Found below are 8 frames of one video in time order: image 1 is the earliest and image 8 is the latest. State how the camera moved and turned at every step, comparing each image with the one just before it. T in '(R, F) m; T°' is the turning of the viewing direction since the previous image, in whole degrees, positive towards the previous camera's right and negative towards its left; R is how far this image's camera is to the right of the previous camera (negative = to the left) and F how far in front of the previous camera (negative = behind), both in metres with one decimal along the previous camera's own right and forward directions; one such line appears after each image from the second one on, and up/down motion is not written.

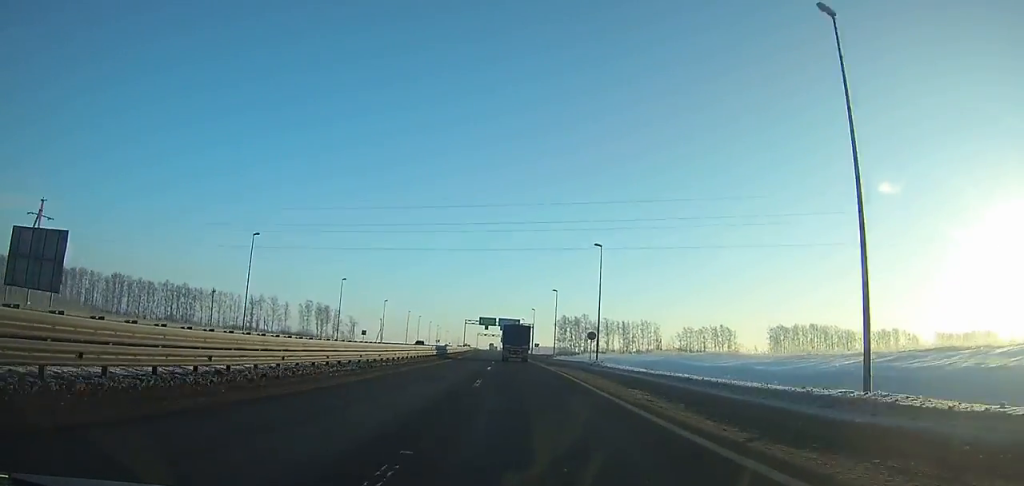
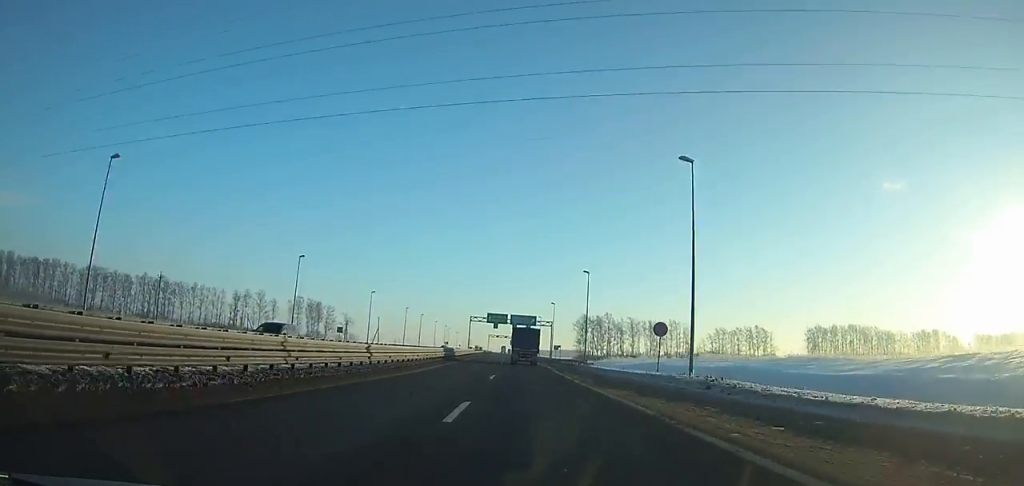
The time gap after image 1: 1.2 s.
(0.0, +23.8) m; 0°
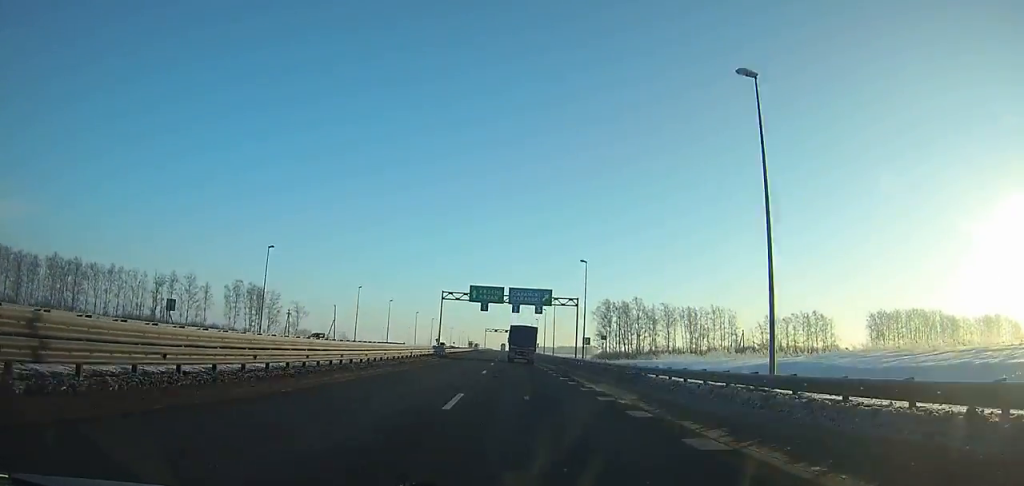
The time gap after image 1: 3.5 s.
(-0.2, +45.5) m; -1°
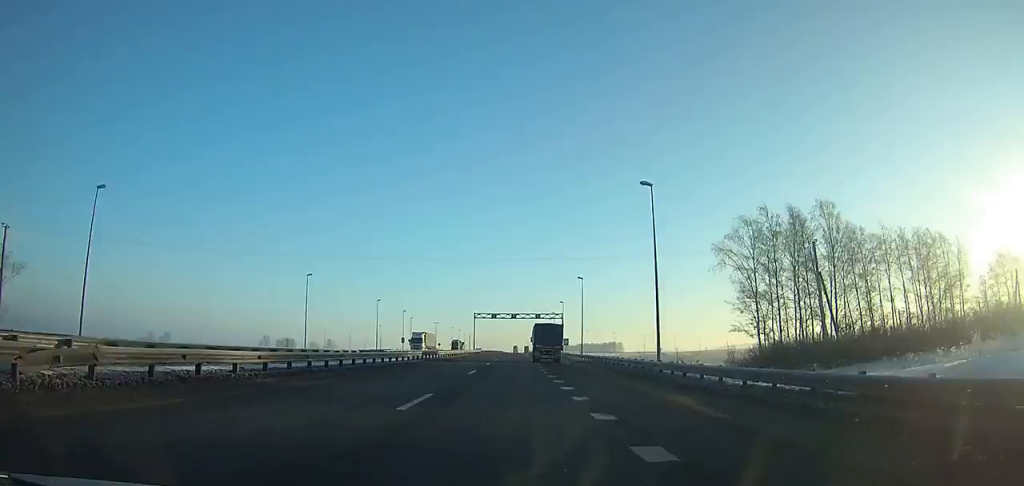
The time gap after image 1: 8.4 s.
(-1.1, +97.6) m; -1°
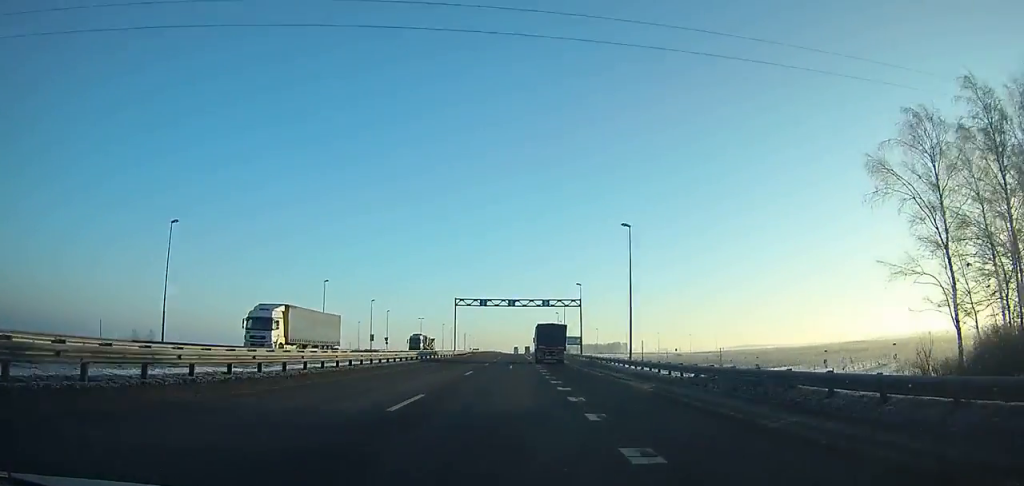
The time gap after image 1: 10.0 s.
(-0.1, +32.1) m; 0°
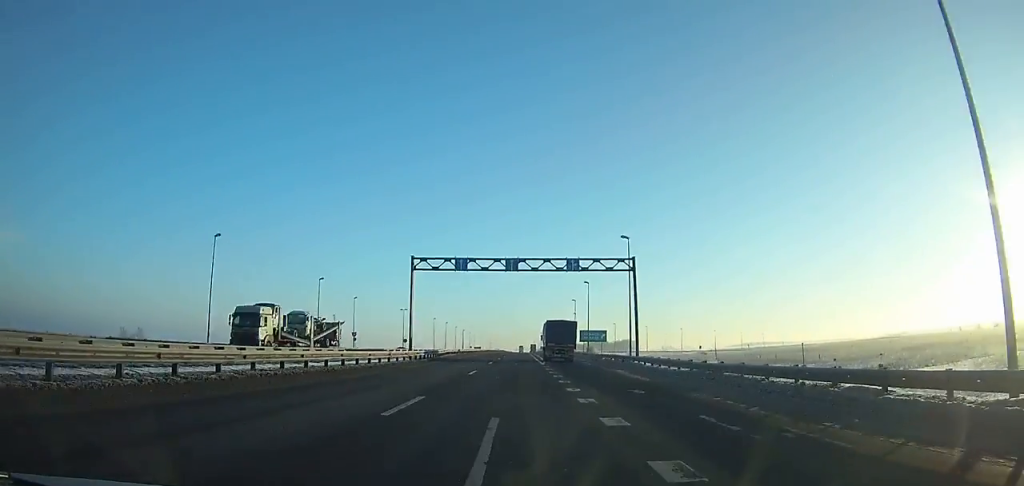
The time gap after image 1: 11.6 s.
(-0.1, +32.4) m; 0°
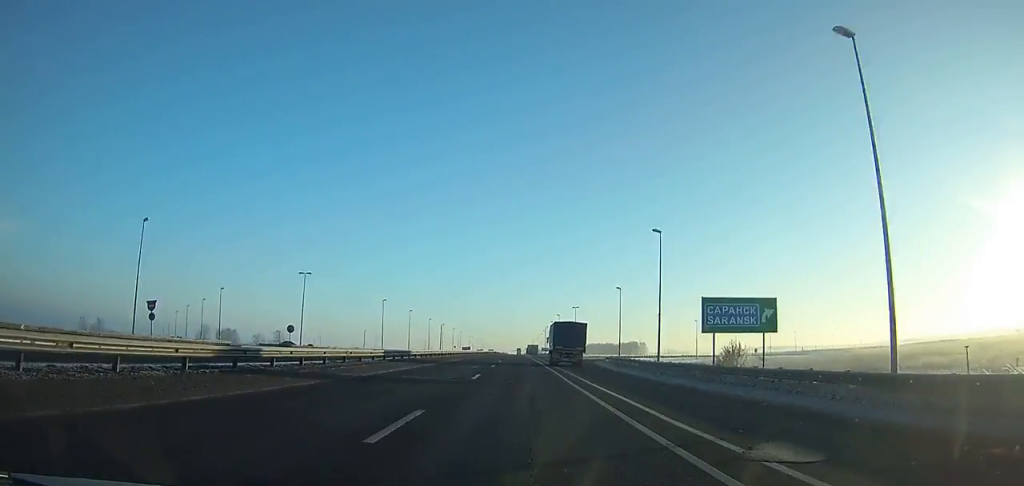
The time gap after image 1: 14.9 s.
(0.0, +67.7) m; 0°
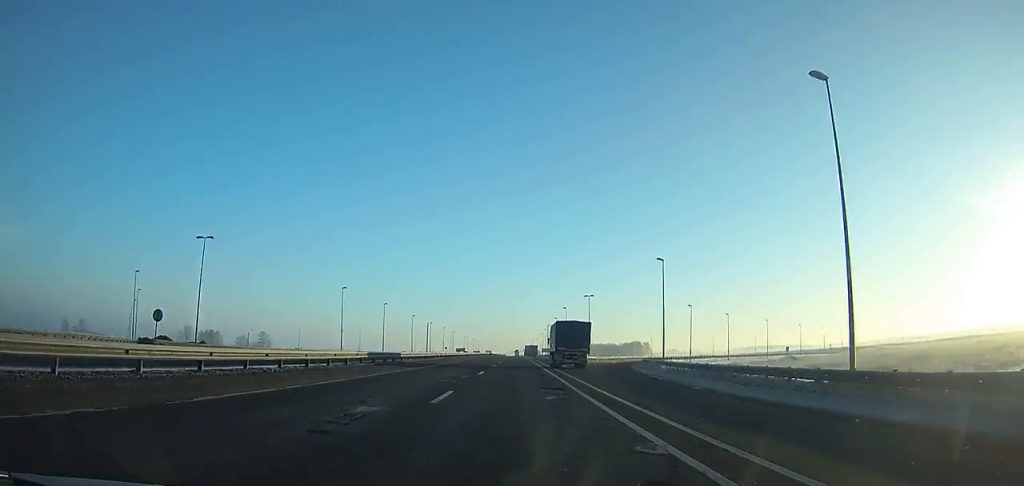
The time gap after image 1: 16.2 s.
(0.0, +27.0) m; 0°
